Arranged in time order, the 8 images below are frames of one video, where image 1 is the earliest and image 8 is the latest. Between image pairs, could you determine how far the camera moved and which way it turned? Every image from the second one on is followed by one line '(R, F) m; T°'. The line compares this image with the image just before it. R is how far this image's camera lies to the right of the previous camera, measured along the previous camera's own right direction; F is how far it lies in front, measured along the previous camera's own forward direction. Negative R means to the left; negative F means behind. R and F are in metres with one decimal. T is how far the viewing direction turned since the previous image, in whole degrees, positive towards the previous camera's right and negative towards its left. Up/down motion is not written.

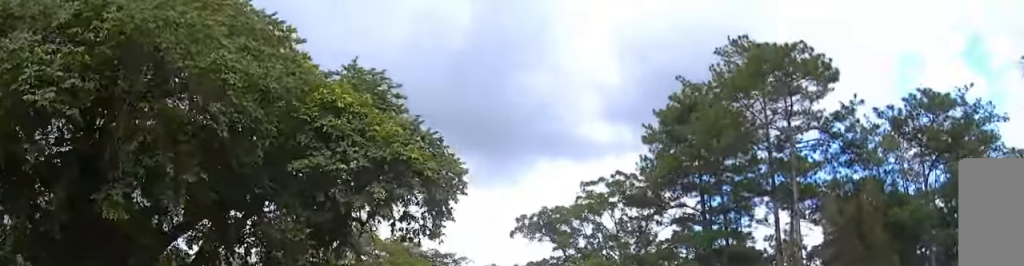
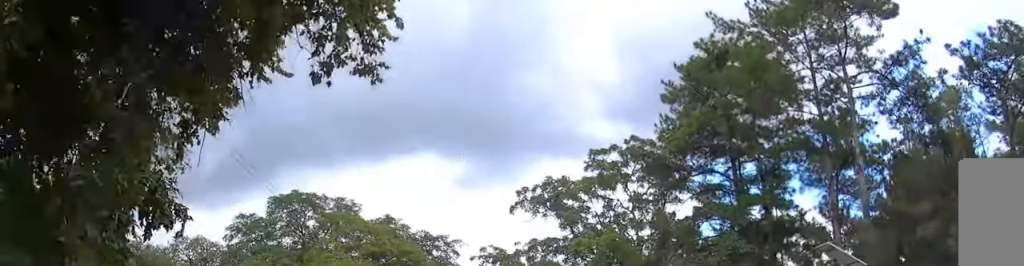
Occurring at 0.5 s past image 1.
(0.0, +6.9) m; 0°
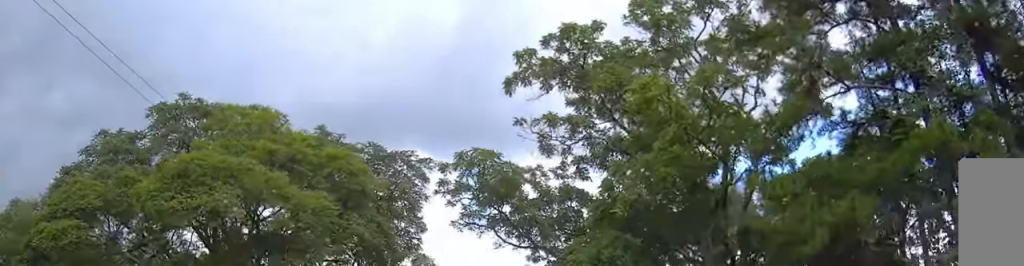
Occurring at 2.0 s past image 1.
(0.0, +18.8) m; +1°
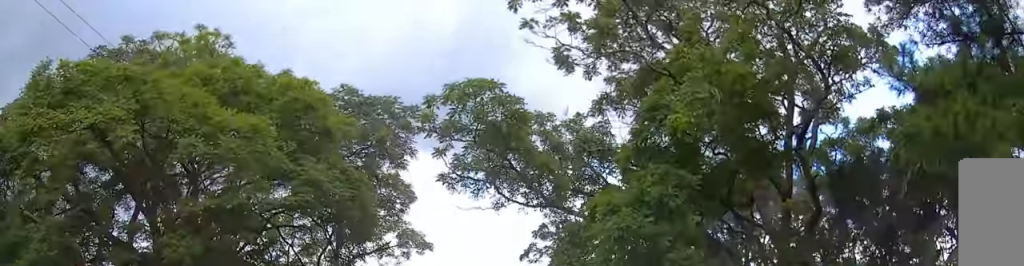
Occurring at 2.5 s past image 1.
(+0.1, +6.5) m; 0°
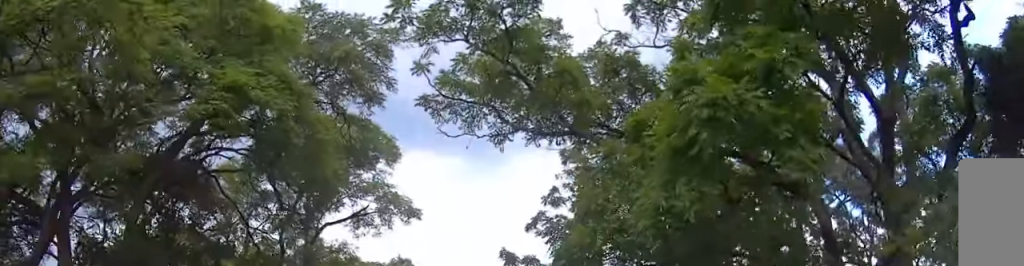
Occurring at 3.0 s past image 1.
(0.0, +6.5) m; 0°
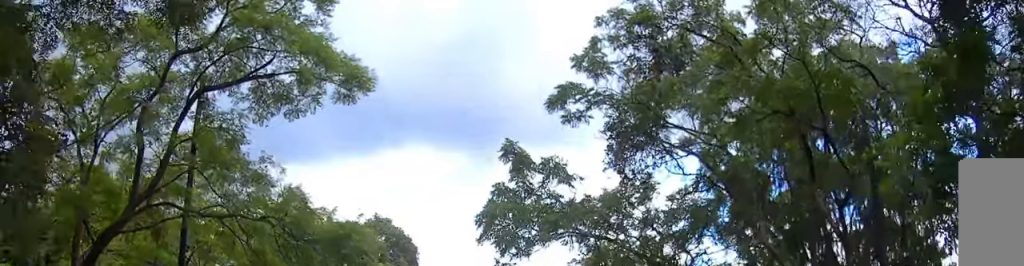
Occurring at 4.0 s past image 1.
(-0.1, +13.1) m; 0°
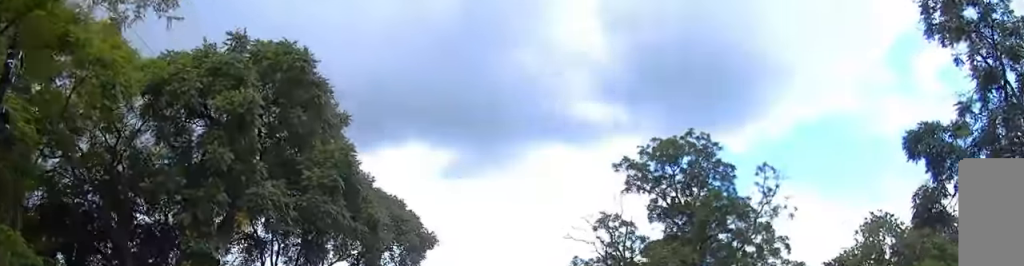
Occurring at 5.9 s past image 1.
(+0.1, +24.8) m; 0°
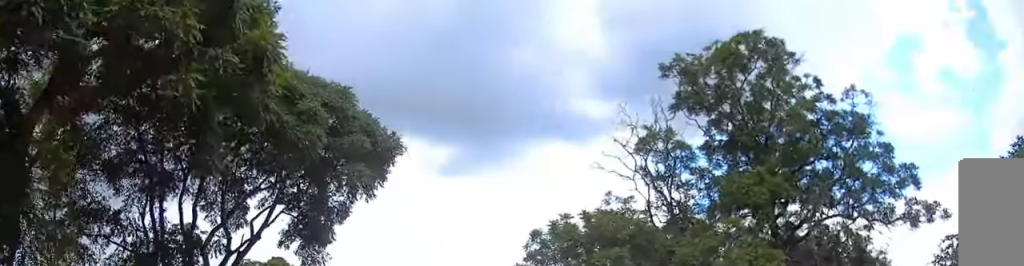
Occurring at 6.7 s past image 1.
(-0.1, +11.3) m; 0°
